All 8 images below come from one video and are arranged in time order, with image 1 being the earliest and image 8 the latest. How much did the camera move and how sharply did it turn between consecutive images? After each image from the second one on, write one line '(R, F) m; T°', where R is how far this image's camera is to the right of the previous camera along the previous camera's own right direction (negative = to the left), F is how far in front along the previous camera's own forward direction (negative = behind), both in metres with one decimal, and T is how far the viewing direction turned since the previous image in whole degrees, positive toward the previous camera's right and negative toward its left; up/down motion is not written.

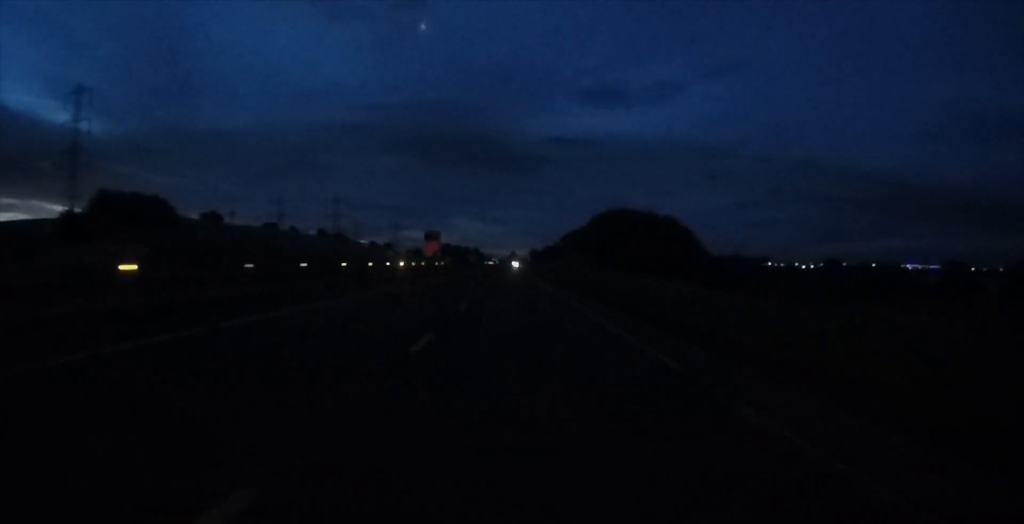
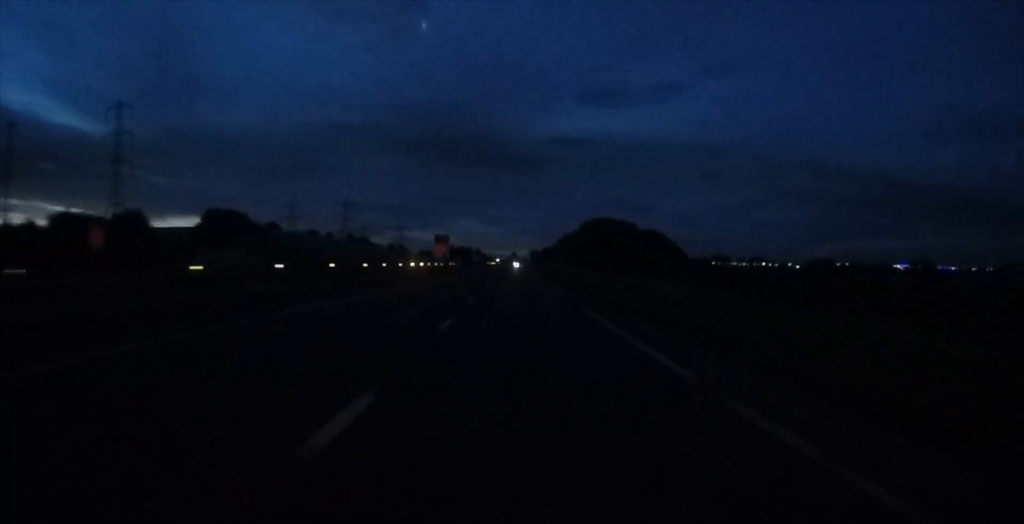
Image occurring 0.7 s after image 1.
(-0.1, +21.4) m; 0°
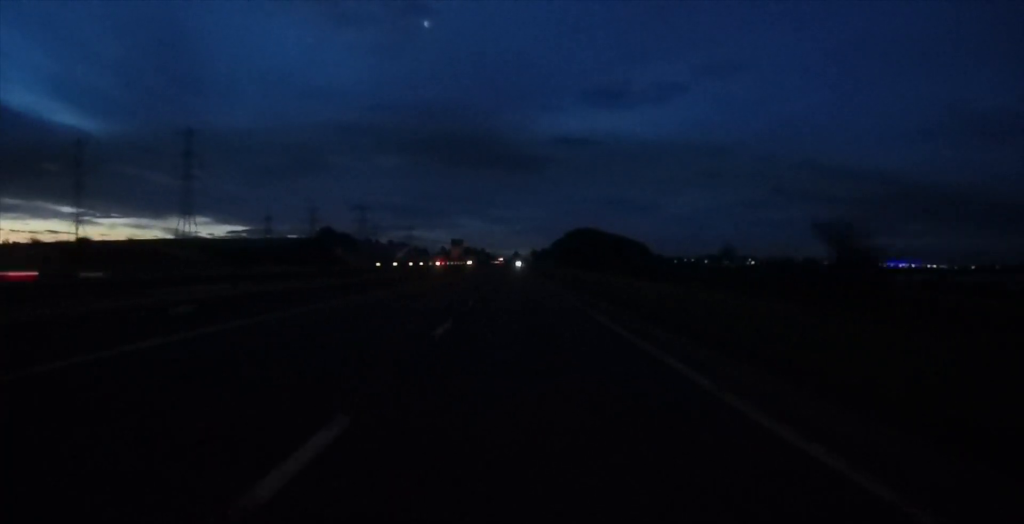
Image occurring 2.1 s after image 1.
(+0.5, +44.1) m; +1°
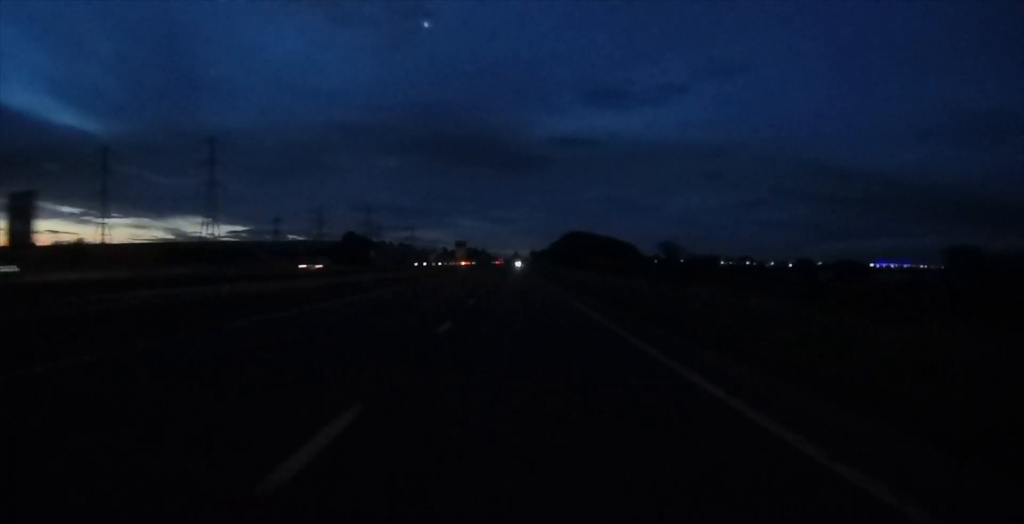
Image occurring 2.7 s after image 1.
(0.0, +18.4) m; 0°
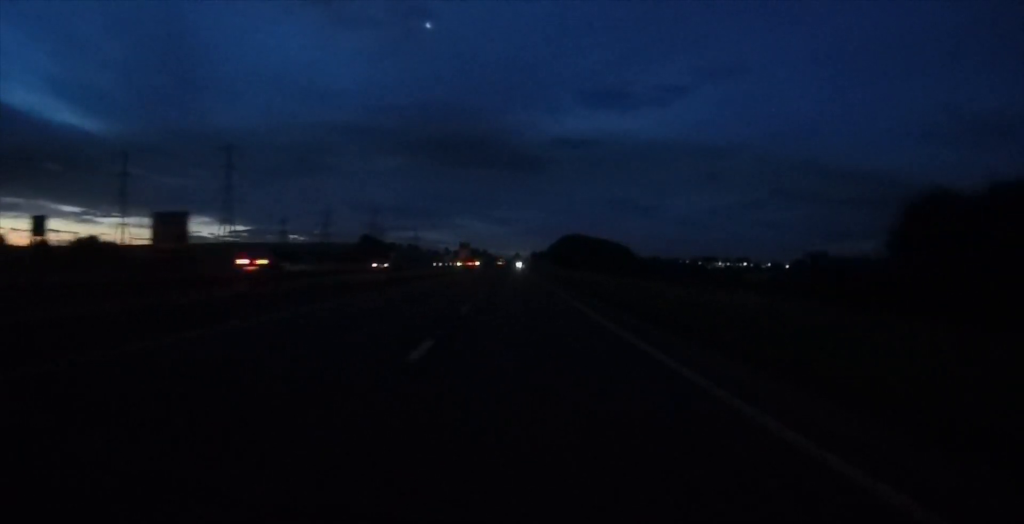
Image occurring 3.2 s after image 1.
(-0.1, +14.2) m; 0°
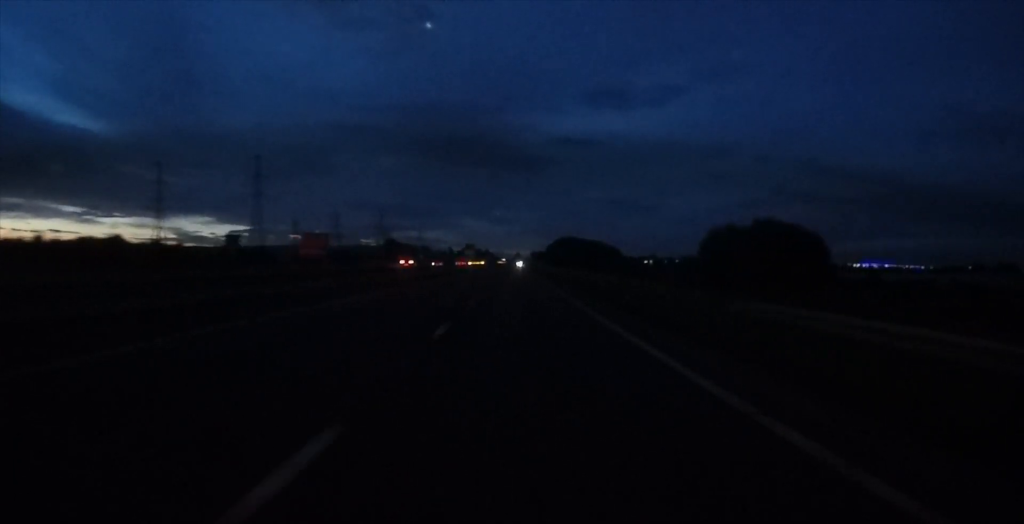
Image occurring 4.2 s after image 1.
(+0.1, +29.2) m; 0°
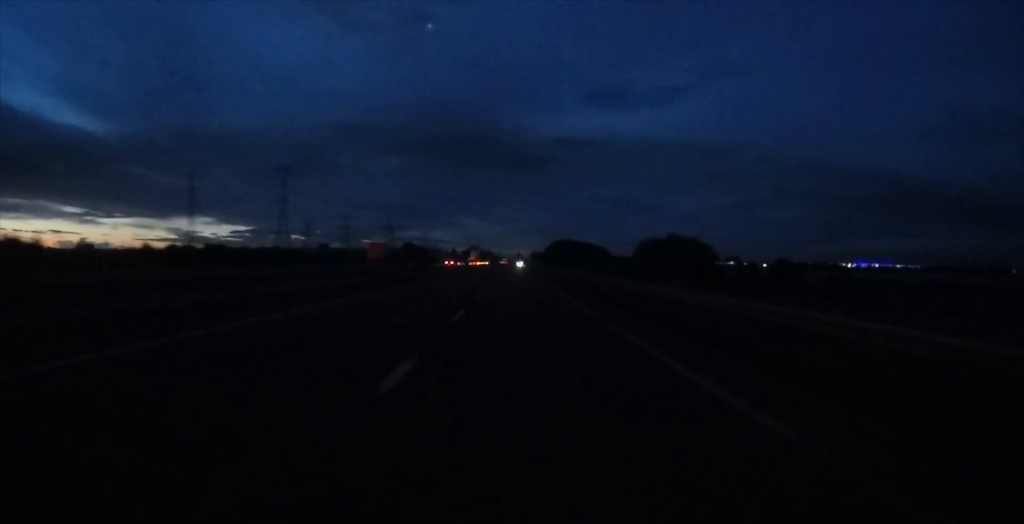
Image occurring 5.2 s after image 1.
(-0.1, +30.2) m; -1°
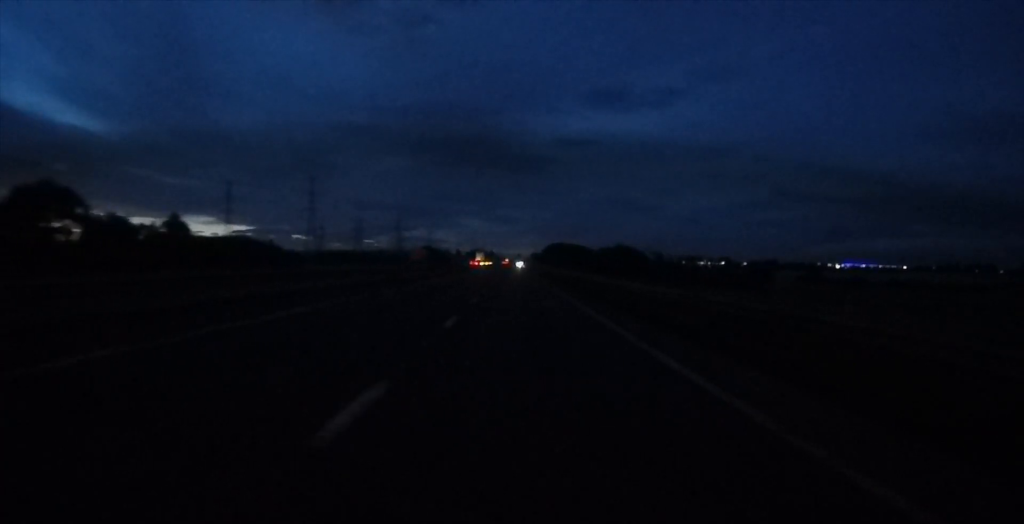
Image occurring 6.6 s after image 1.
(-0.7, +44.0) m; -1°
